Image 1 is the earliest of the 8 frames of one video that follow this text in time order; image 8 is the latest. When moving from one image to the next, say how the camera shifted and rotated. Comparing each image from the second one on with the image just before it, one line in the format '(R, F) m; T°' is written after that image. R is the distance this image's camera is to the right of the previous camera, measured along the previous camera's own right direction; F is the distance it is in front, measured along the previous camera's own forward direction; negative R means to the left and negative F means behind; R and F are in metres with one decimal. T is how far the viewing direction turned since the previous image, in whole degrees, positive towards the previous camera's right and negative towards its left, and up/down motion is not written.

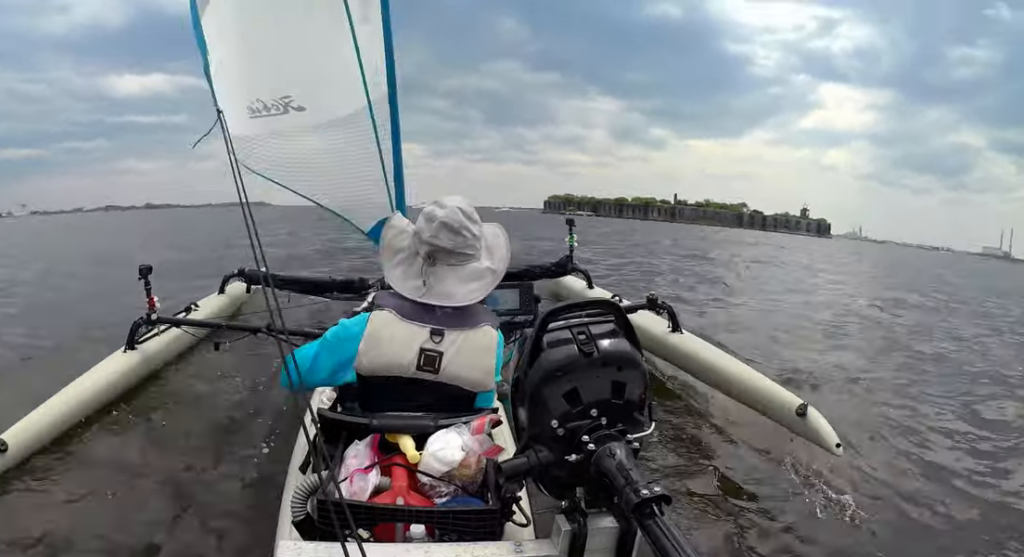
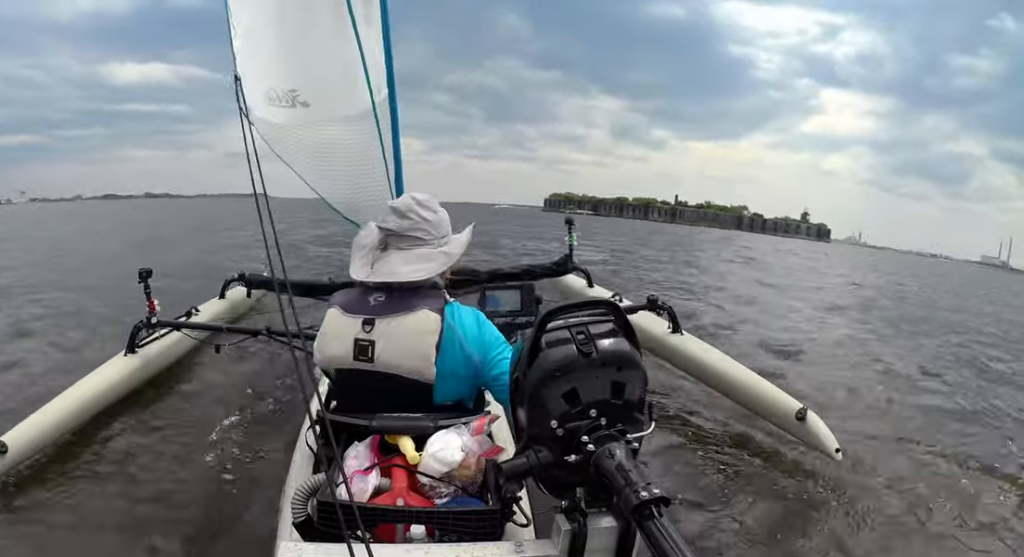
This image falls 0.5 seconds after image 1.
(0.0, +0.8) m; 0°
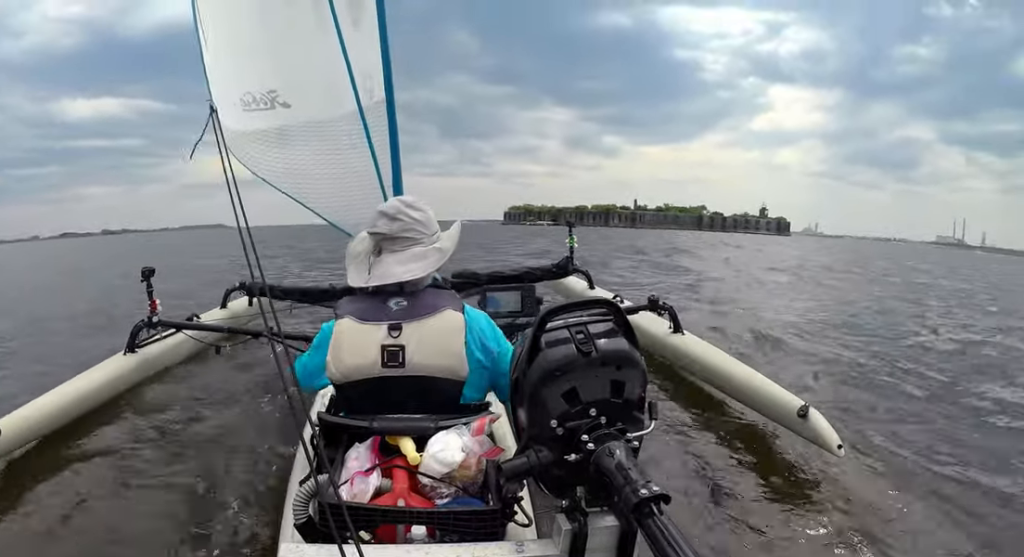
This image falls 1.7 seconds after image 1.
(0.0, +1.8) m; 0°
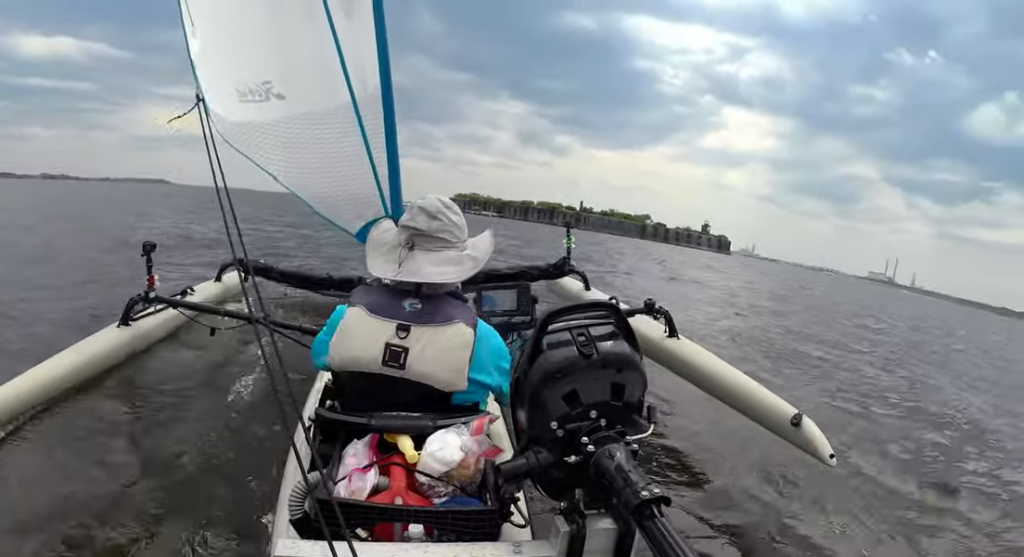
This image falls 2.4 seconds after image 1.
(0.0, +1.3) m; 0°
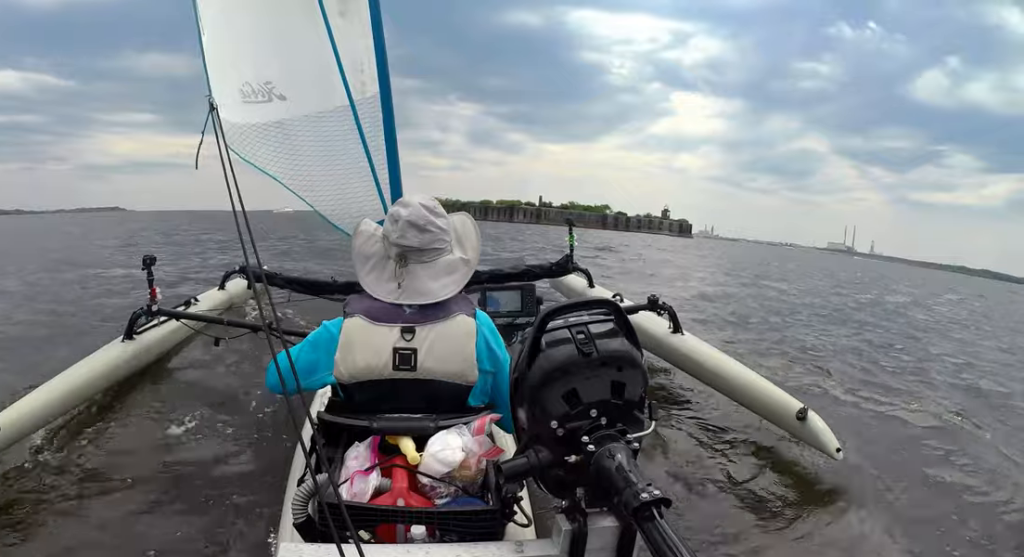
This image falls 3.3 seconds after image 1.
(0.0, +1.8) m; +5°
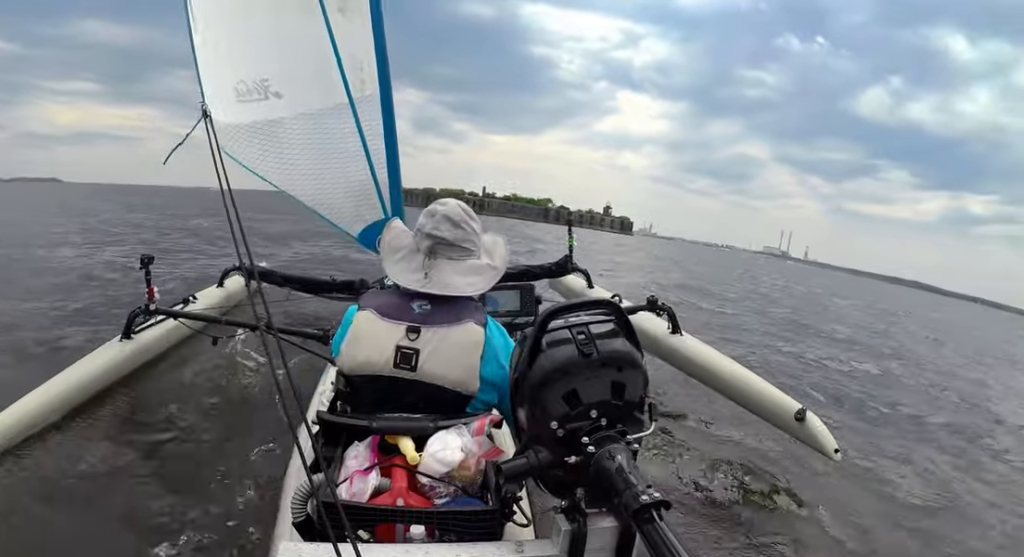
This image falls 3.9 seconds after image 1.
(+0.1, +1.6) m; +9°
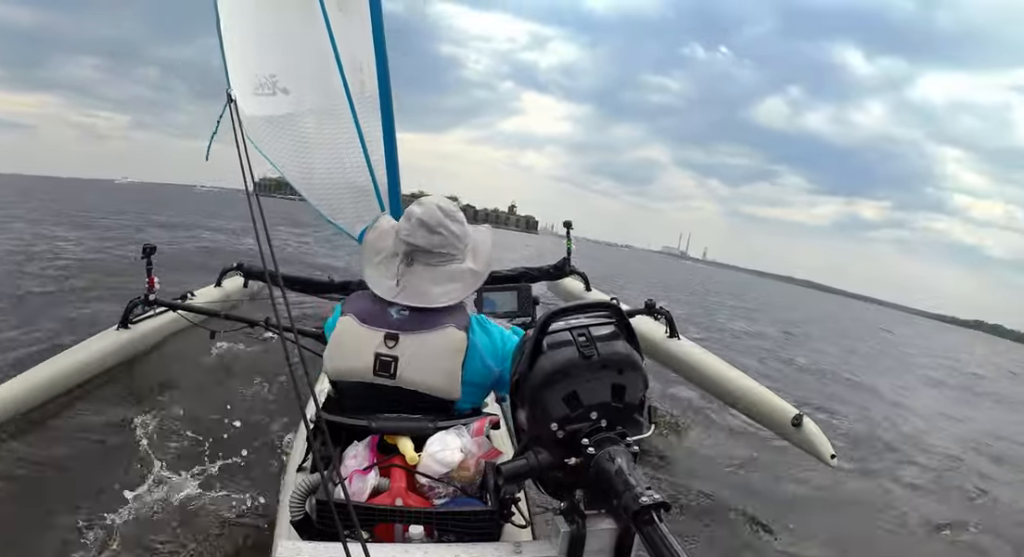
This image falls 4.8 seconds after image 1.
(+0.2, +2.3) m; +14°
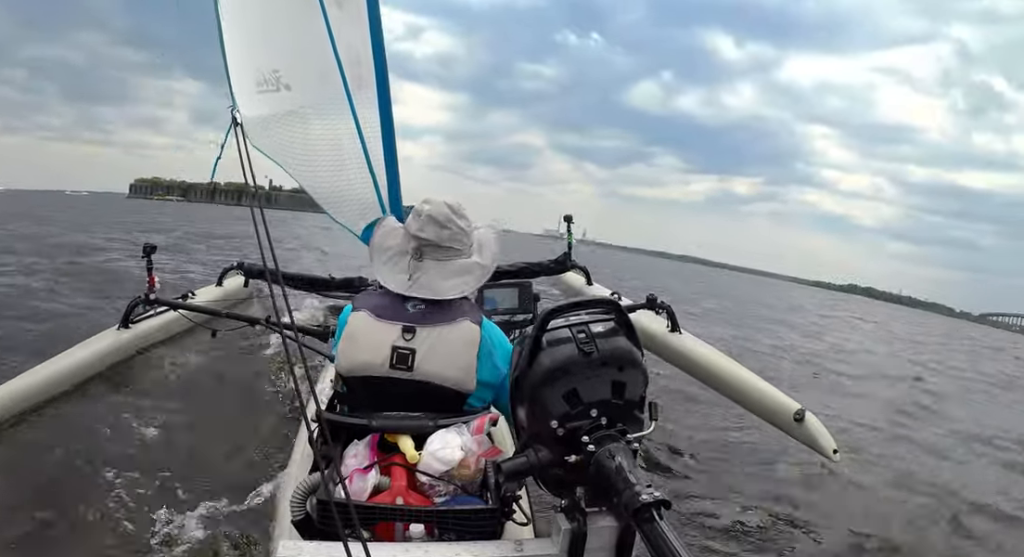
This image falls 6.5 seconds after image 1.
(+0.9, +5.6) m; +10°
